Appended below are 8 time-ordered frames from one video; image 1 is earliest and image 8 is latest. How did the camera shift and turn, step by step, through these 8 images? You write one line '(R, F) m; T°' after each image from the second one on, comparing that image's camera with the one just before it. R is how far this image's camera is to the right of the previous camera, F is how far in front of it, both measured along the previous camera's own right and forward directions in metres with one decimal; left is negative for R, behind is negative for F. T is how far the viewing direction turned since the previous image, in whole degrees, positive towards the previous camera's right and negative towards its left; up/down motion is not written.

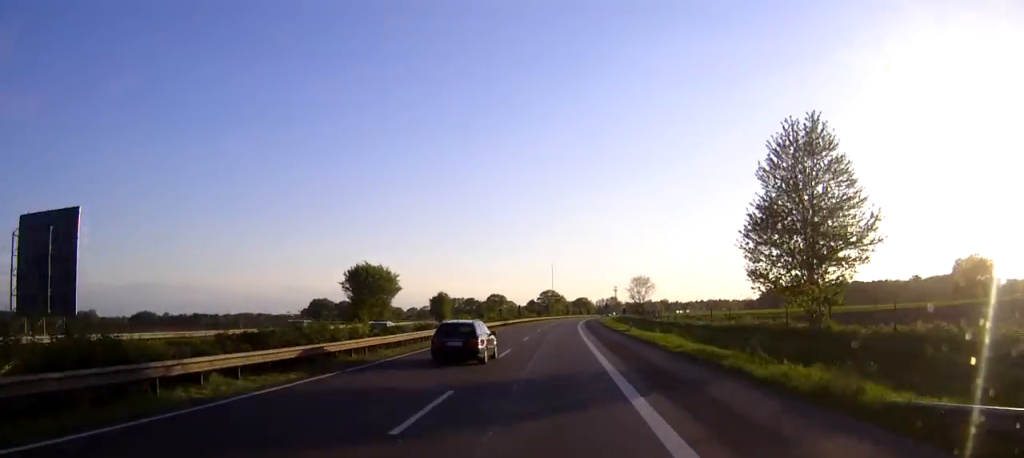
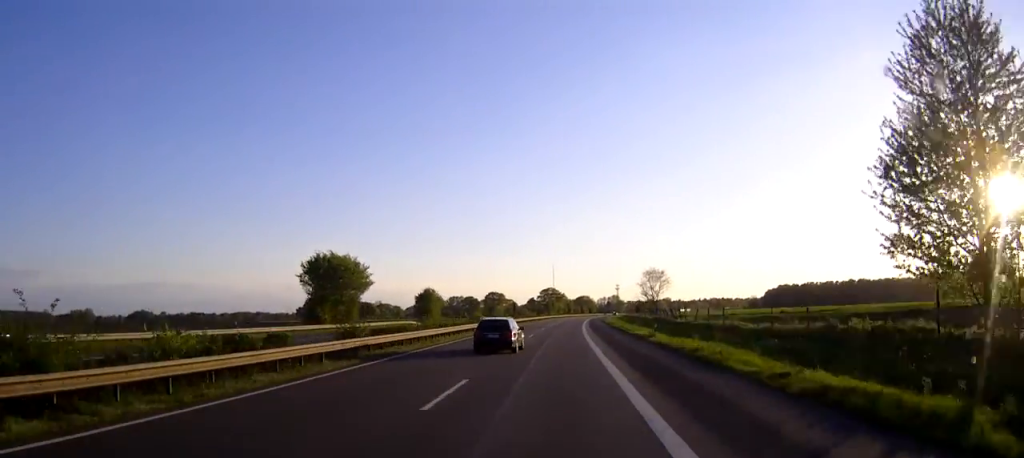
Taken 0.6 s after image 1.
(+0.1, +15.5) m; 0°
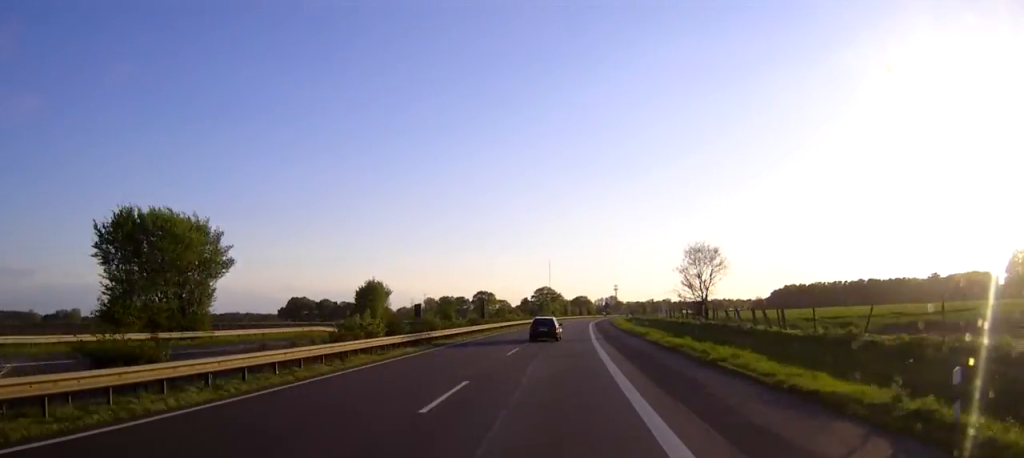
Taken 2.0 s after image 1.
(+0.2, +36.6) m; 0°
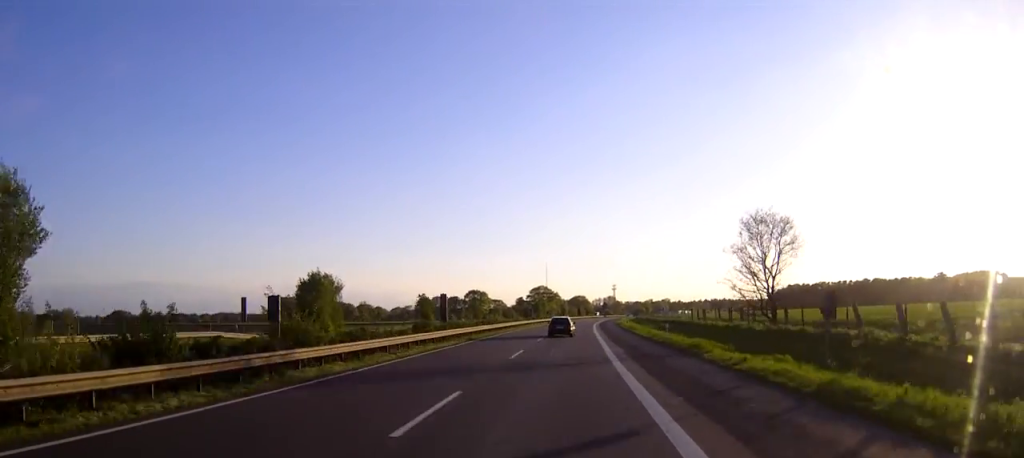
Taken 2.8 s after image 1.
(+0.1, +20.8) m; 0°
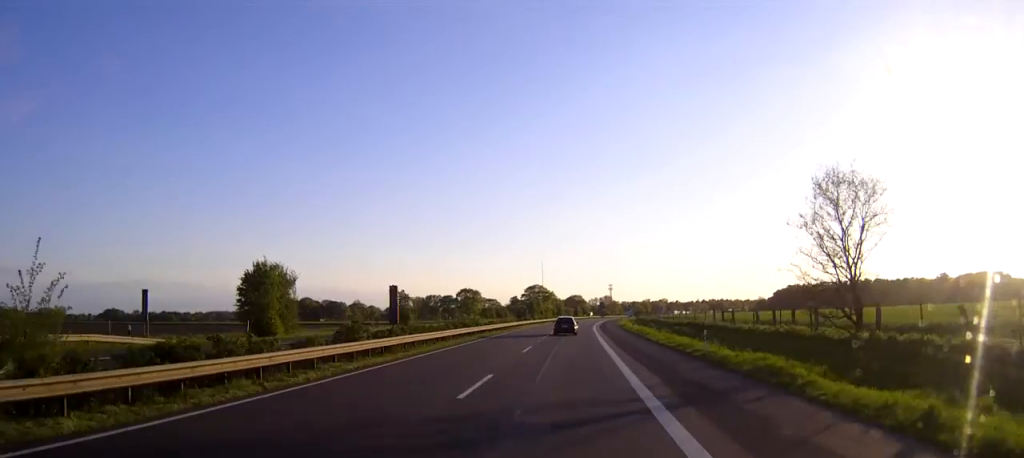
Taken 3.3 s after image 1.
(0.0, +13.0) m; 0°
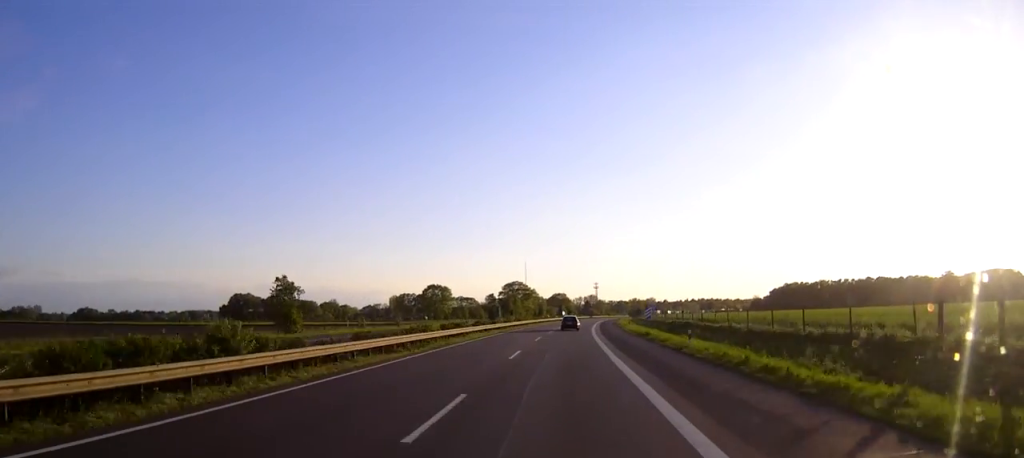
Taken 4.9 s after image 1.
(+0.5, +41.5) m; +1°
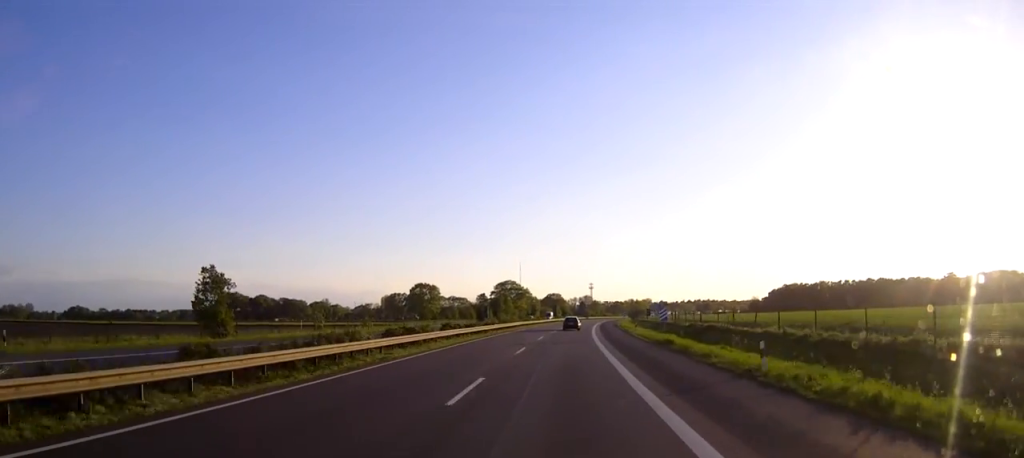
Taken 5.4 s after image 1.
(0.0, +13.8) m; 0°
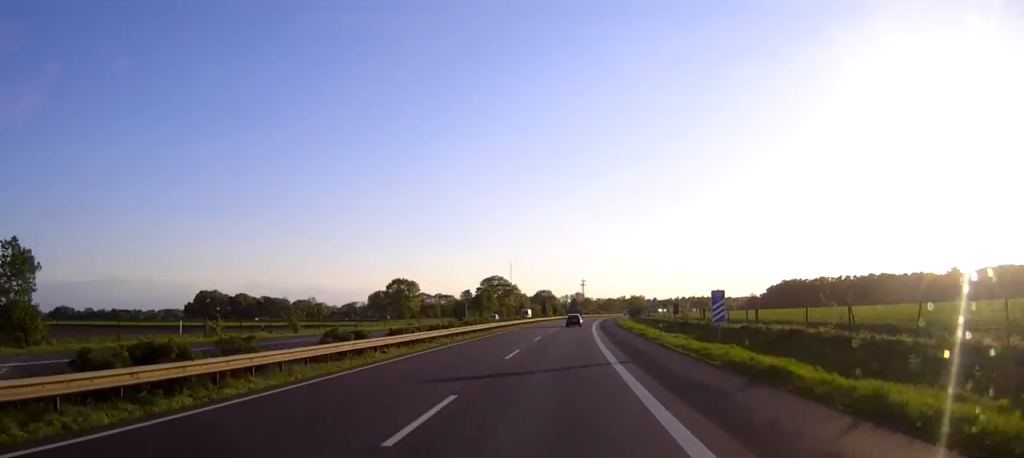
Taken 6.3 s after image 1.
(+0.1, +22.6) m; +1°
